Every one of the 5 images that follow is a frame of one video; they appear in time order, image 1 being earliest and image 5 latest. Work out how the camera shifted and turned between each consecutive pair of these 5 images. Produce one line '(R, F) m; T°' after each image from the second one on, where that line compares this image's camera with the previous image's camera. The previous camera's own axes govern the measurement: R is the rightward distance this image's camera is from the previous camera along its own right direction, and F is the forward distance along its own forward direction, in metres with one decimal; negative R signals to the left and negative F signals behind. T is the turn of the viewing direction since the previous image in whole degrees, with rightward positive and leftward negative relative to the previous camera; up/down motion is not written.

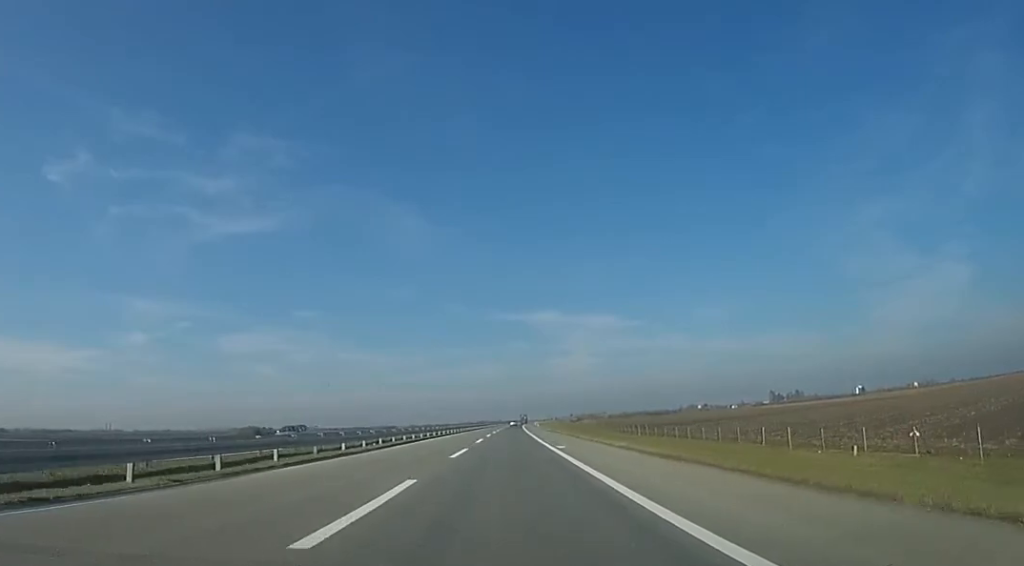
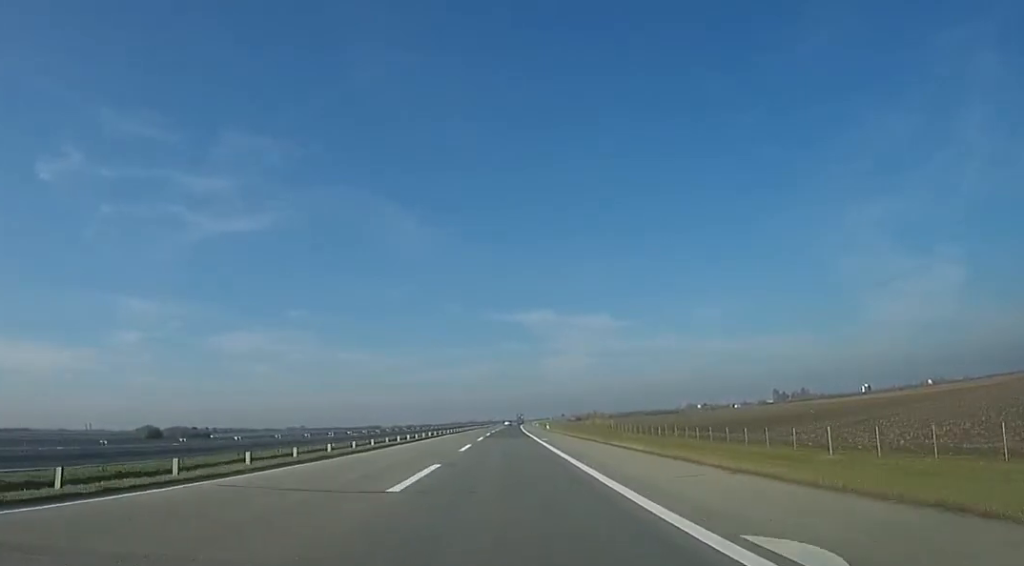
(+1.9, +58.1) m; +2°
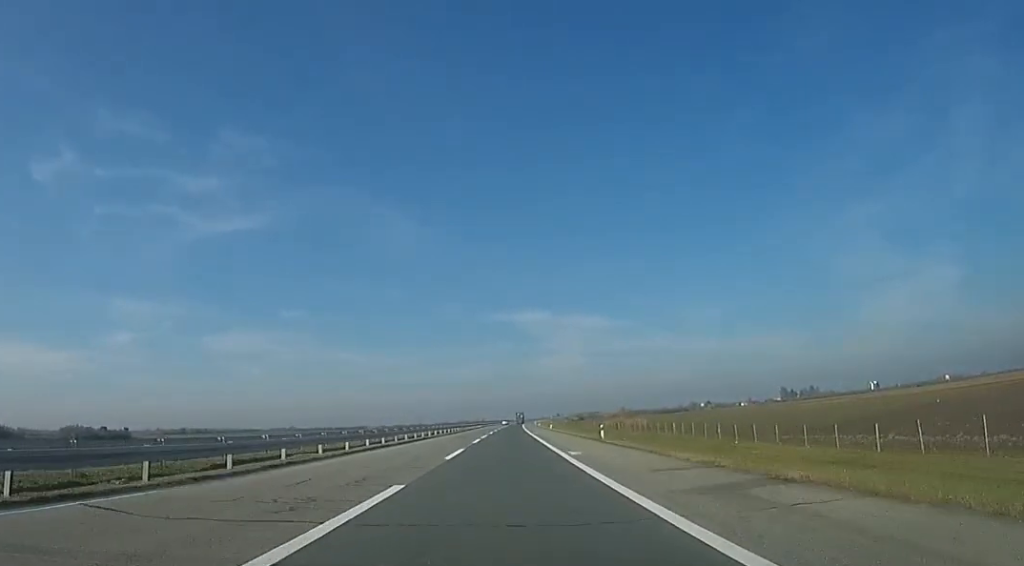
(-0.1, +53.2) m; 0°
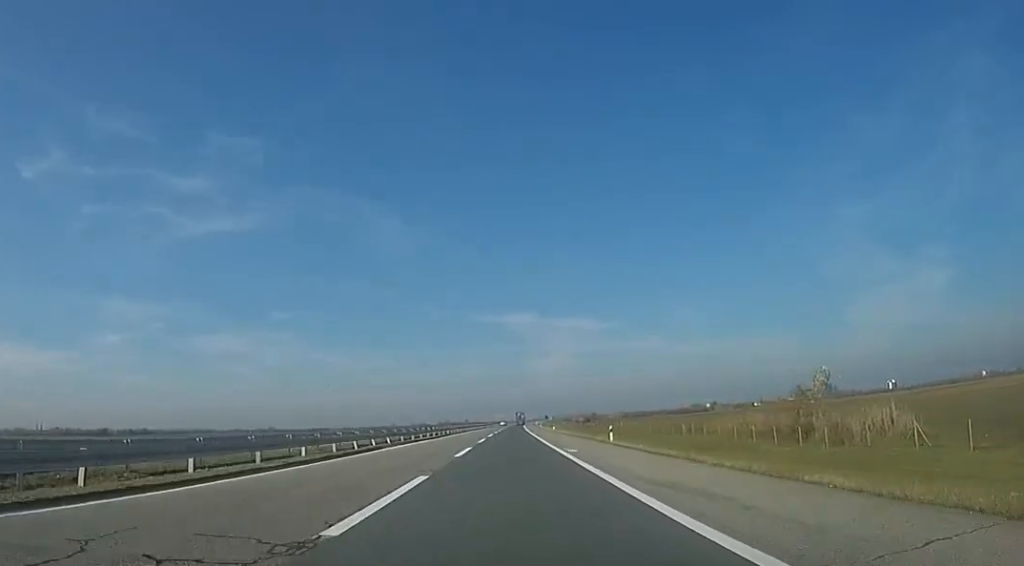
(-0.5, +101.7) m; 0°
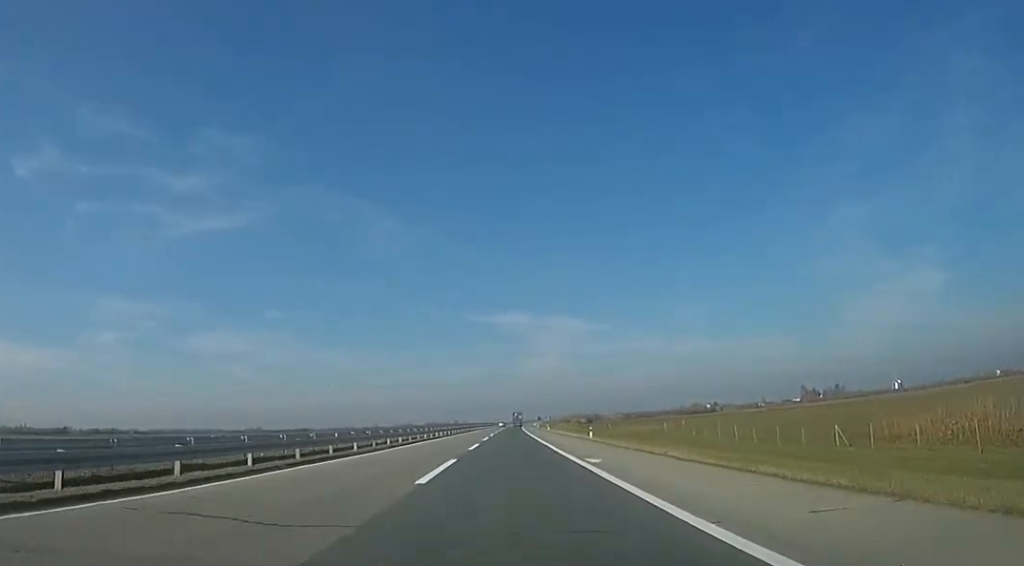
(+1.9, +40.6) m; +3°
